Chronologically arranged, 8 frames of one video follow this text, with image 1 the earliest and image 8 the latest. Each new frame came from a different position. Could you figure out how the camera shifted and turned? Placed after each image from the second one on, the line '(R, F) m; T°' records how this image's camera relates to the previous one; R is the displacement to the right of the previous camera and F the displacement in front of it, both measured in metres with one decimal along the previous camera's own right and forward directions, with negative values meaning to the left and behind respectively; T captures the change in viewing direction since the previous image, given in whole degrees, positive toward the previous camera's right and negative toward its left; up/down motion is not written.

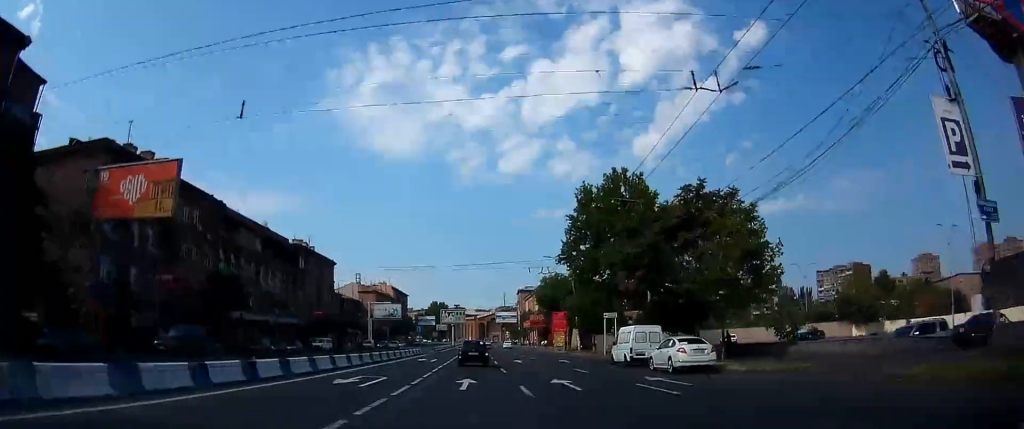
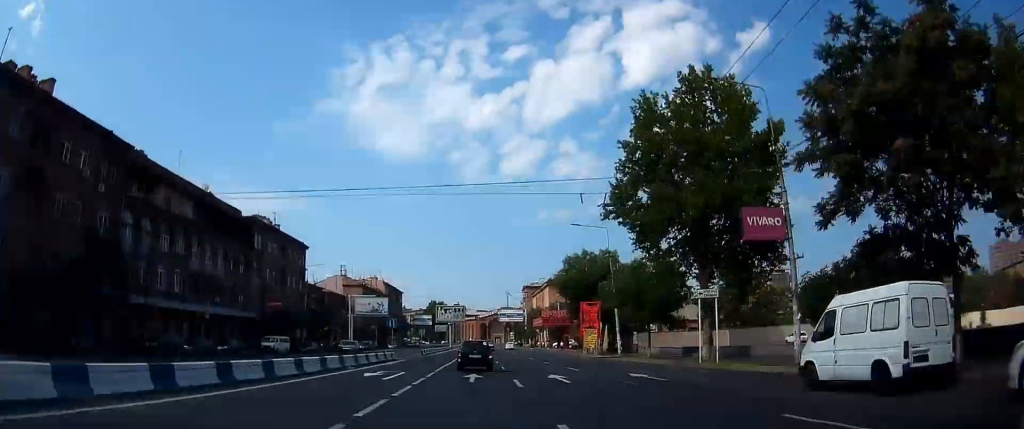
(+0.2, +21.3) m; +2°
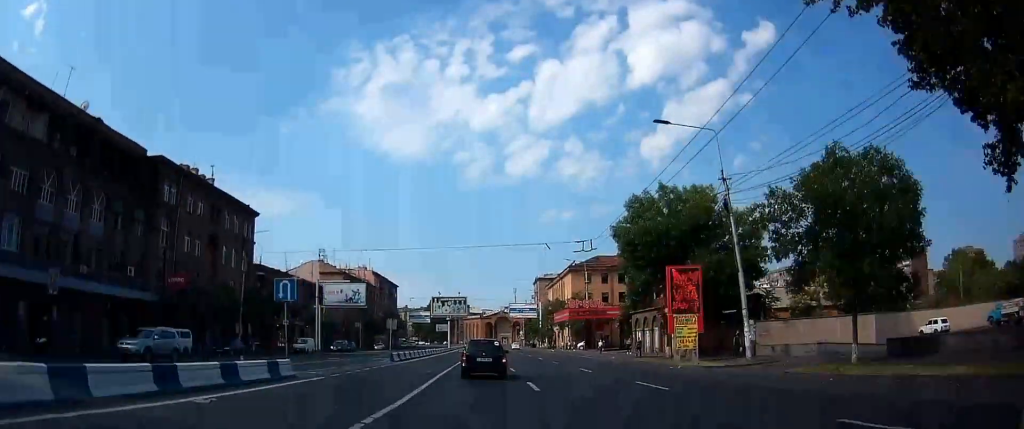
(-0.2, +25.8) m; -2°
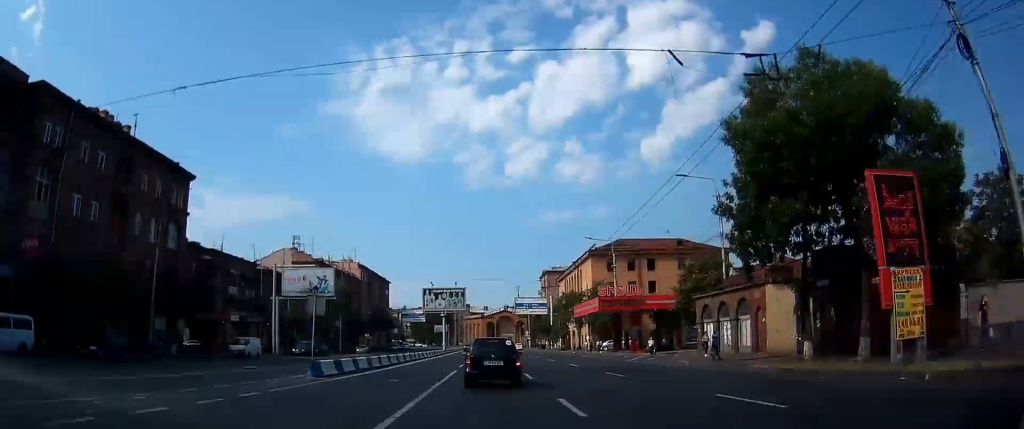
(-0.2, +19.0) m; 0°
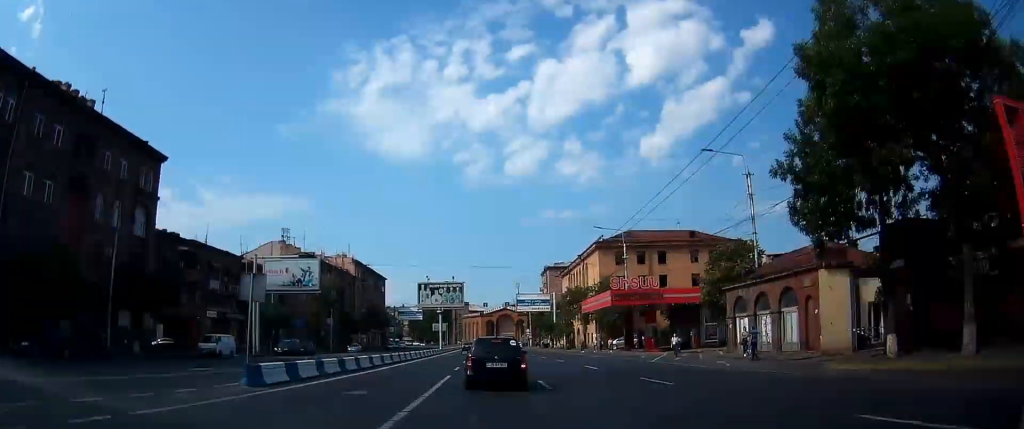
(0.0, +6.2) m; 0°
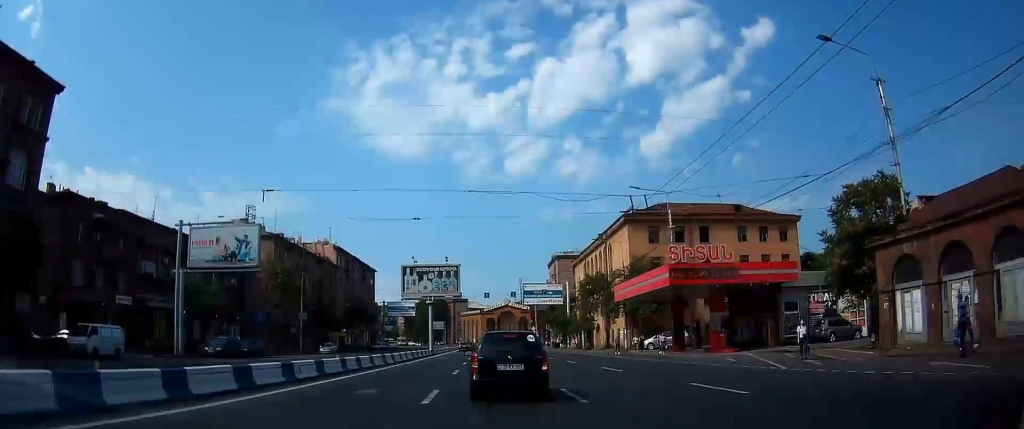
(0.0, +17.8) m; 0°
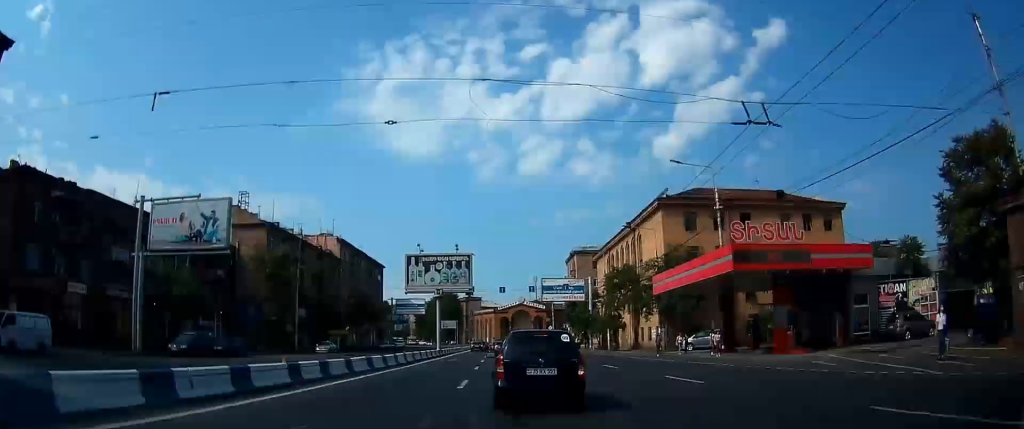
(-0.2, +8.5) m; +1°
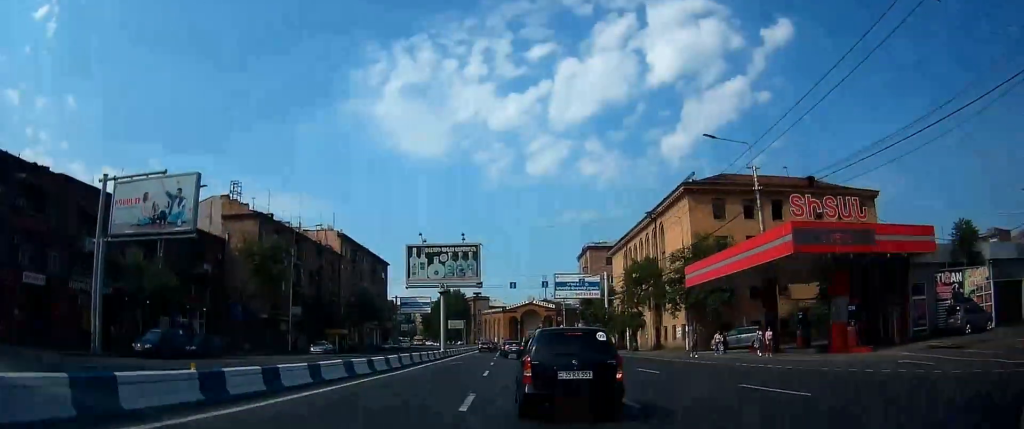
(+0.2, +5.8) m; -1°
